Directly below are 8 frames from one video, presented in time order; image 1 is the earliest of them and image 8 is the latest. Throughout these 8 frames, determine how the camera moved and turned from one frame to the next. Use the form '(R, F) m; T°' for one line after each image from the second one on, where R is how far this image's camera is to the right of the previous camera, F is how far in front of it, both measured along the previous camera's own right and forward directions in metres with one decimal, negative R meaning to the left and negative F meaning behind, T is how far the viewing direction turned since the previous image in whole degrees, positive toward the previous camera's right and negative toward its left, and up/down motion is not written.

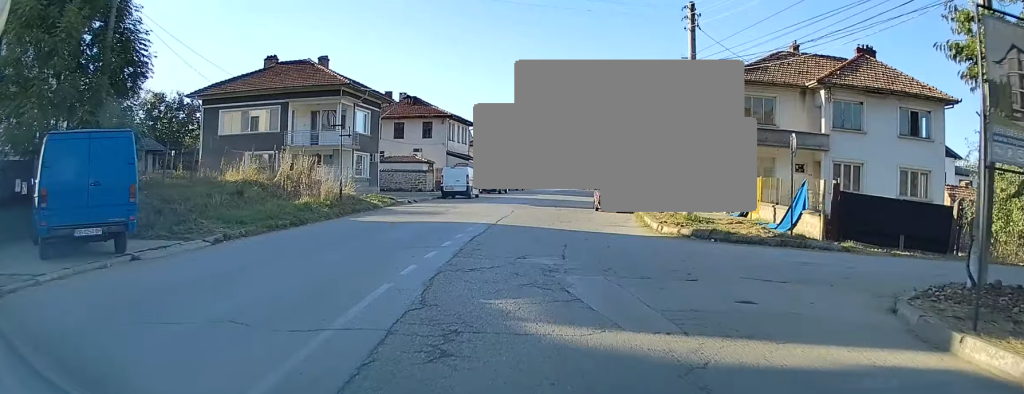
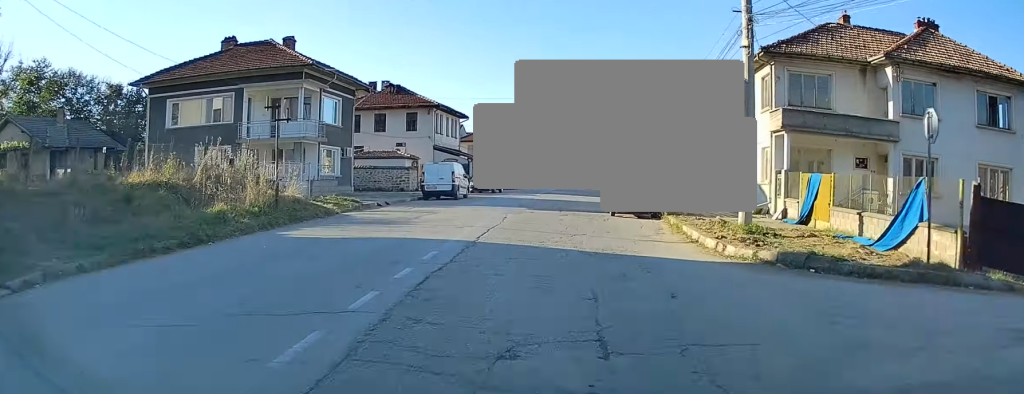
(0.0, +6.8) m; 0°
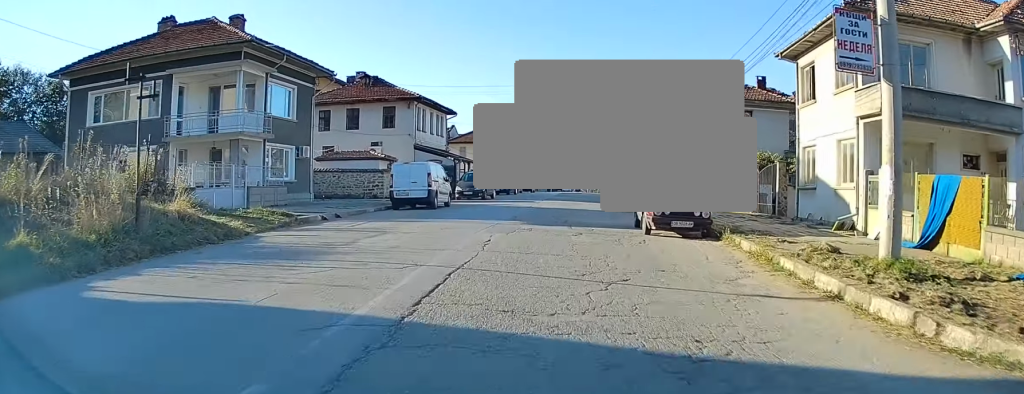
(-0.1, +7.6) m; 0°
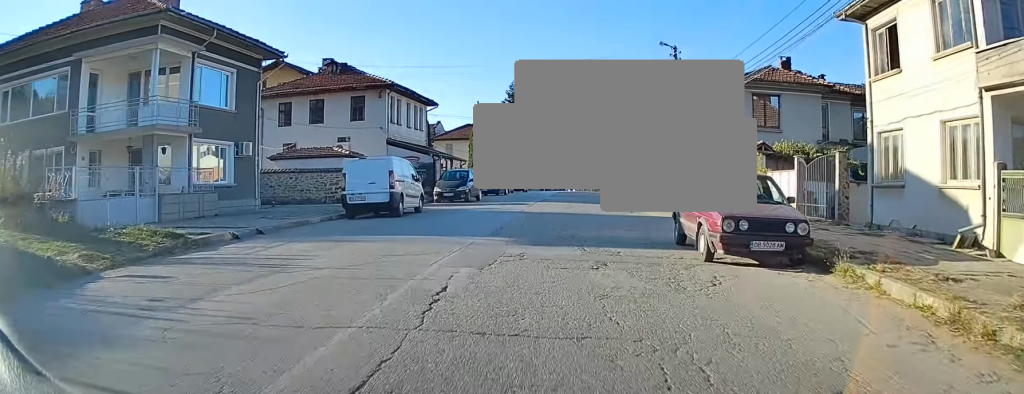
(+0.1, +6.3) m; +1°
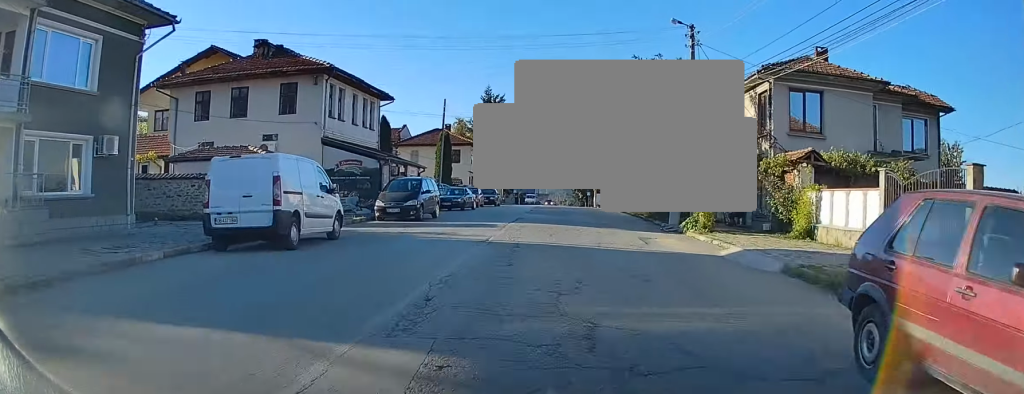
(+0.1, +8.4) m; +2°
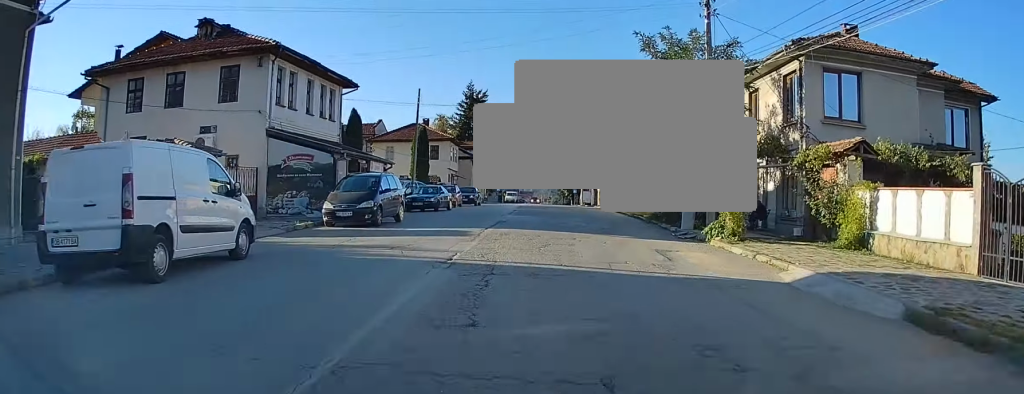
(+0.1, +5.0) m; +1°
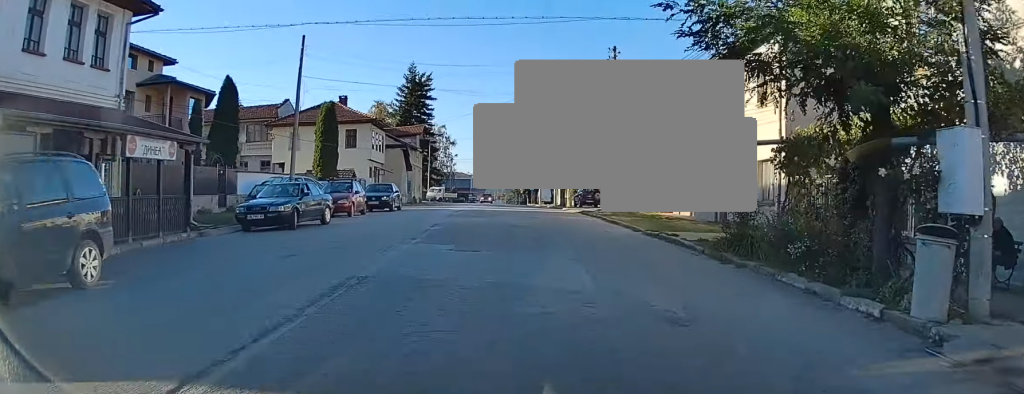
(+0.7, +16.4) m; +3°
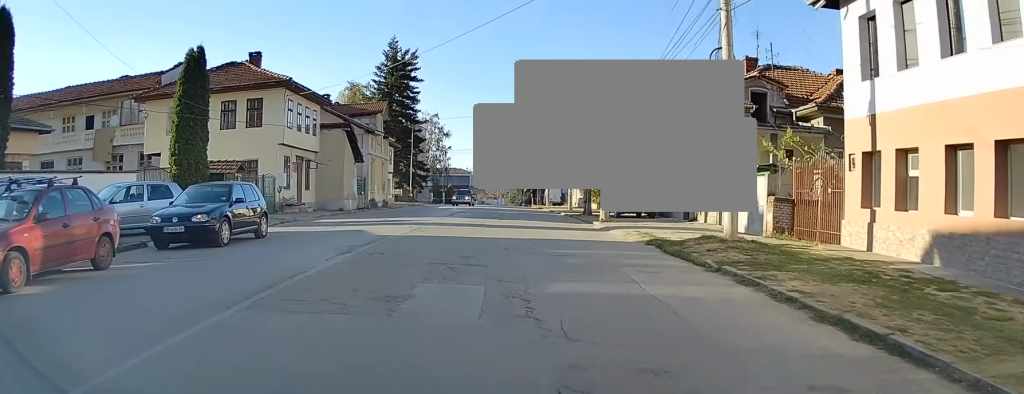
(+0.1, +19.3) m; 0°
